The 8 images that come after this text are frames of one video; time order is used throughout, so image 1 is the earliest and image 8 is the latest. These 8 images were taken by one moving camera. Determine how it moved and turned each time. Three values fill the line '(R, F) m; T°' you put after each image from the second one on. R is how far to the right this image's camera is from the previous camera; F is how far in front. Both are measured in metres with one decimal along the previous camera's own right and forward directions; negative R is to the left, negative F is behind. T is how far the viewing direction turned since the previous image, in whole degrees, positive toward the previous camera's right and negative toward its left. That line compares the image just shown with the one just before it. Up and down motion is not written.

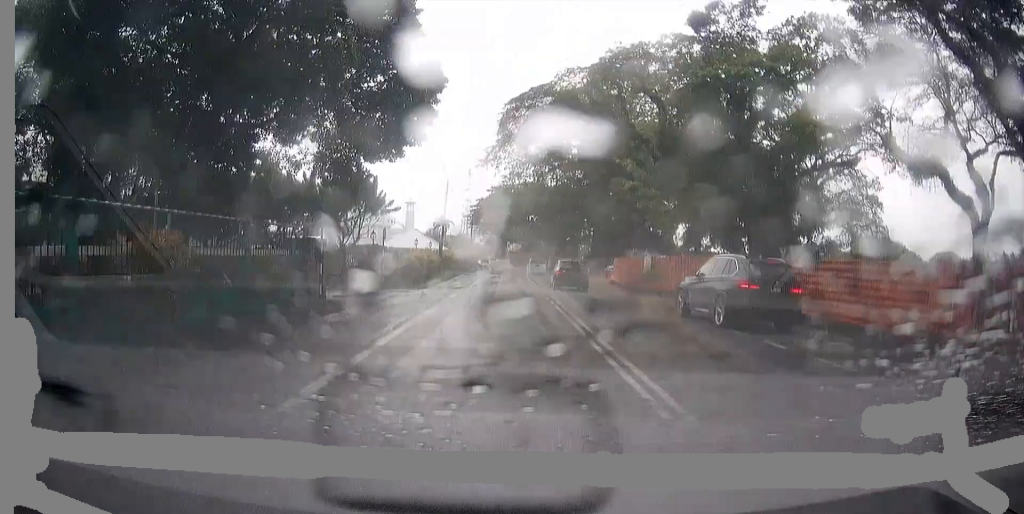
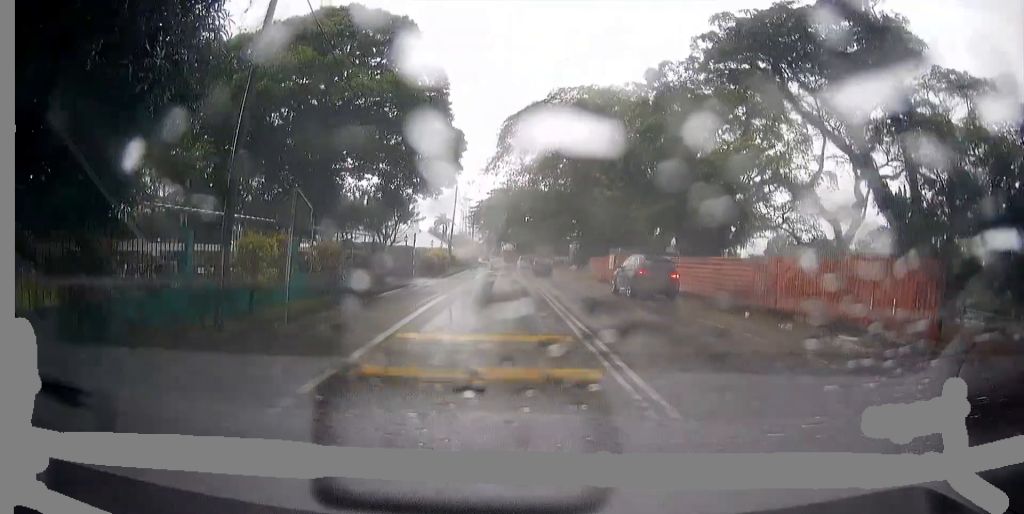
(-0.1, +9.5) m; -1°
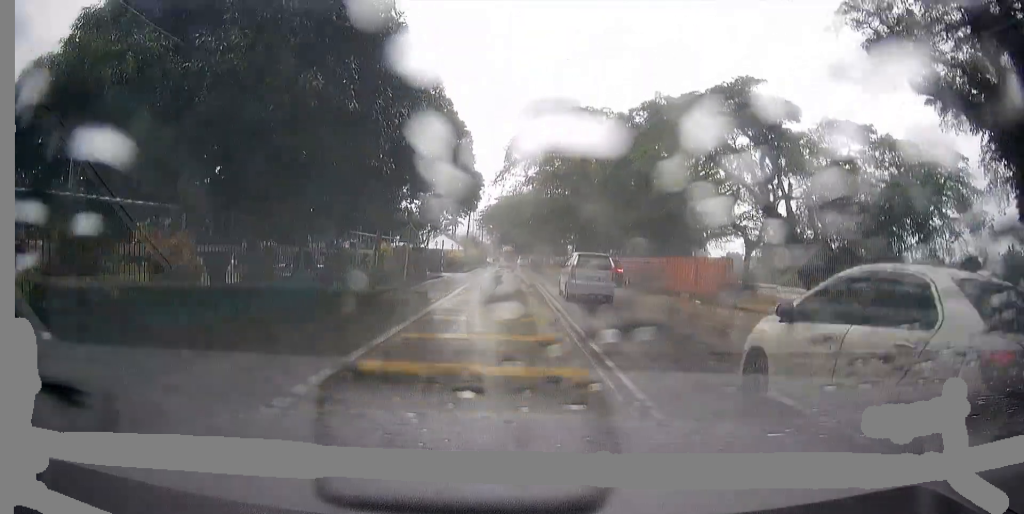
(-0.1, +12.2) m; 0°
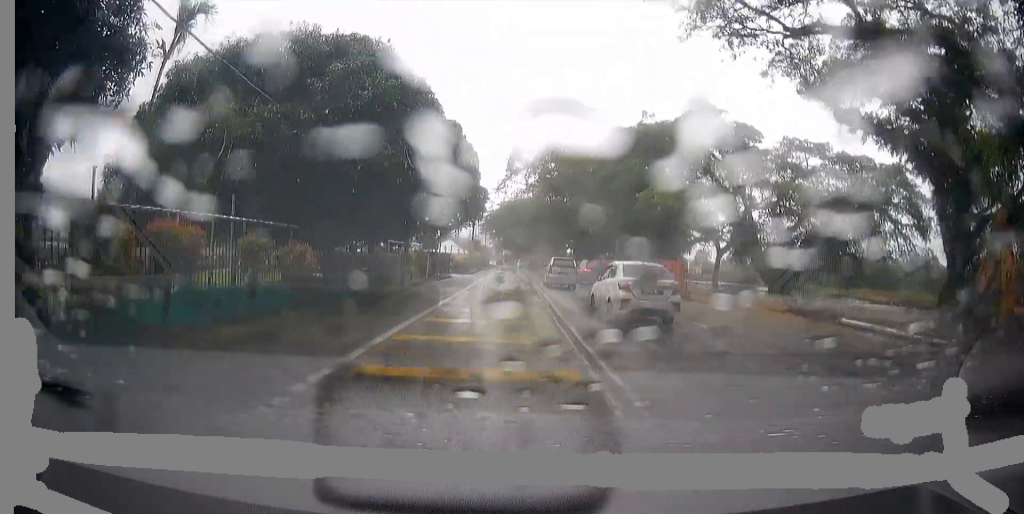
(0.0, +6.2) m; 0°
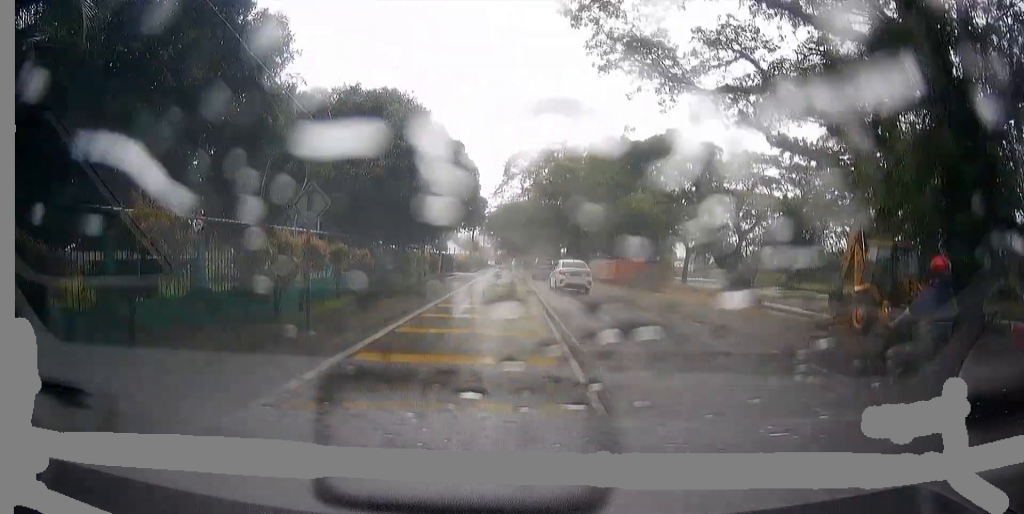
(0.0, +6.7) m; 0°
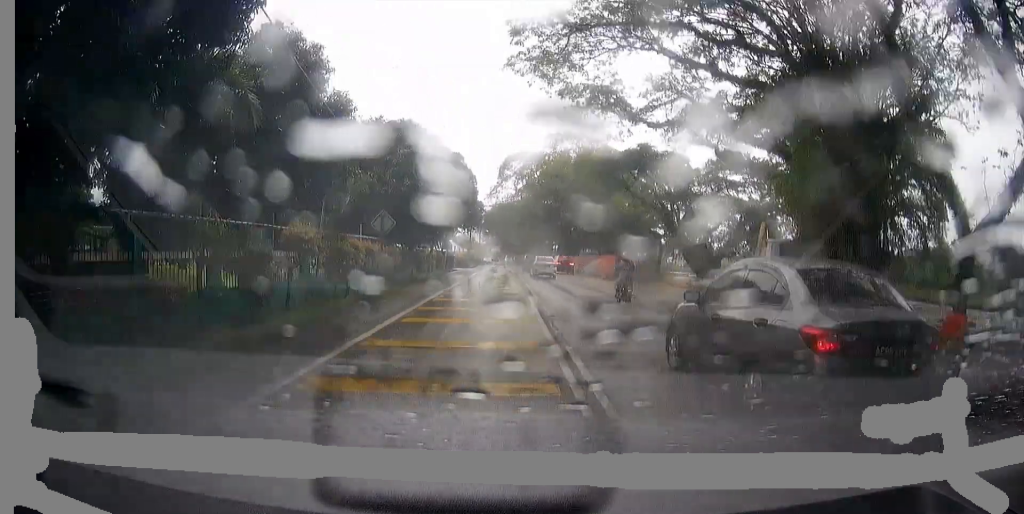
(0.0, +7.6) m; 0°
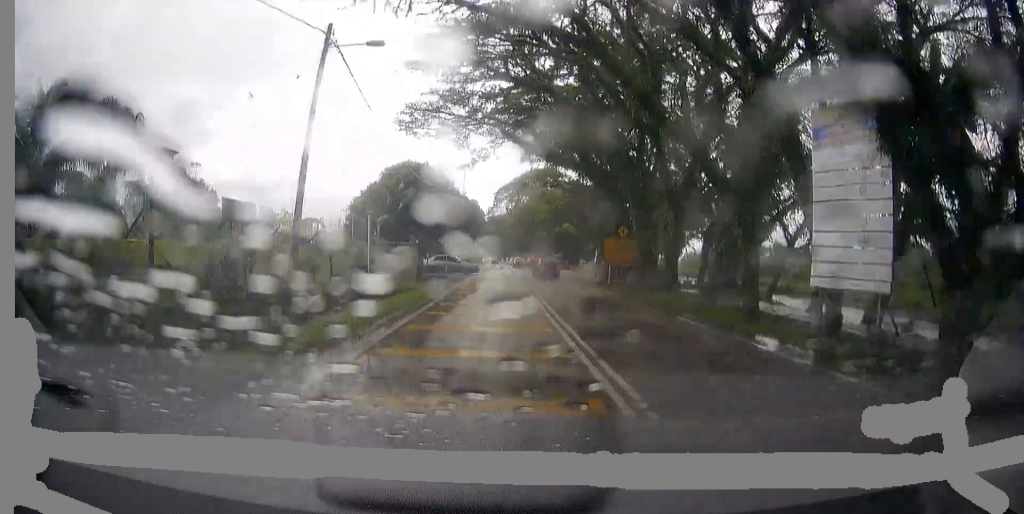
(-0.8, +43.9) m; -2°
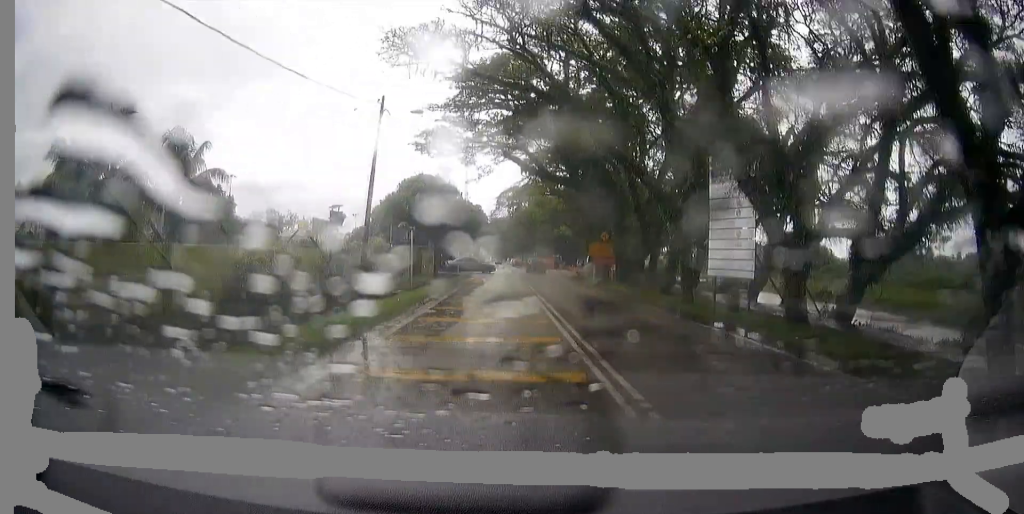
(0.0, +6.9) m; 0°
